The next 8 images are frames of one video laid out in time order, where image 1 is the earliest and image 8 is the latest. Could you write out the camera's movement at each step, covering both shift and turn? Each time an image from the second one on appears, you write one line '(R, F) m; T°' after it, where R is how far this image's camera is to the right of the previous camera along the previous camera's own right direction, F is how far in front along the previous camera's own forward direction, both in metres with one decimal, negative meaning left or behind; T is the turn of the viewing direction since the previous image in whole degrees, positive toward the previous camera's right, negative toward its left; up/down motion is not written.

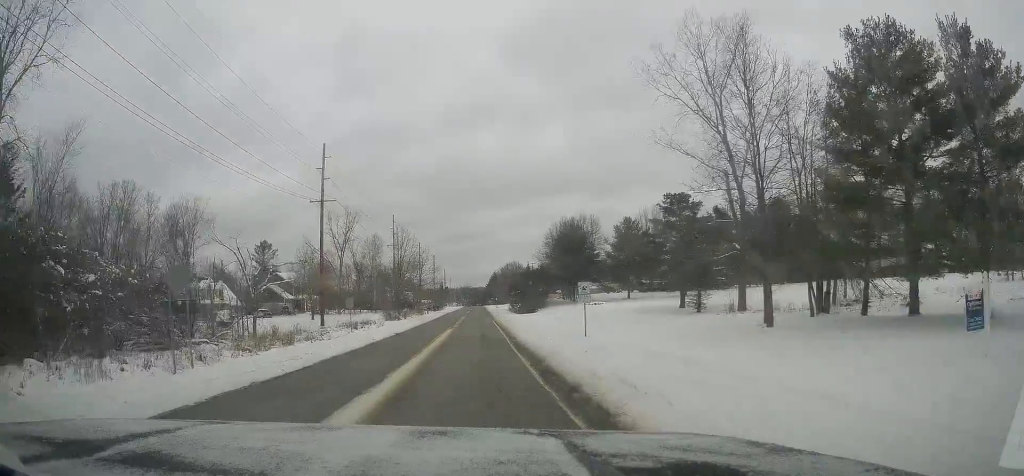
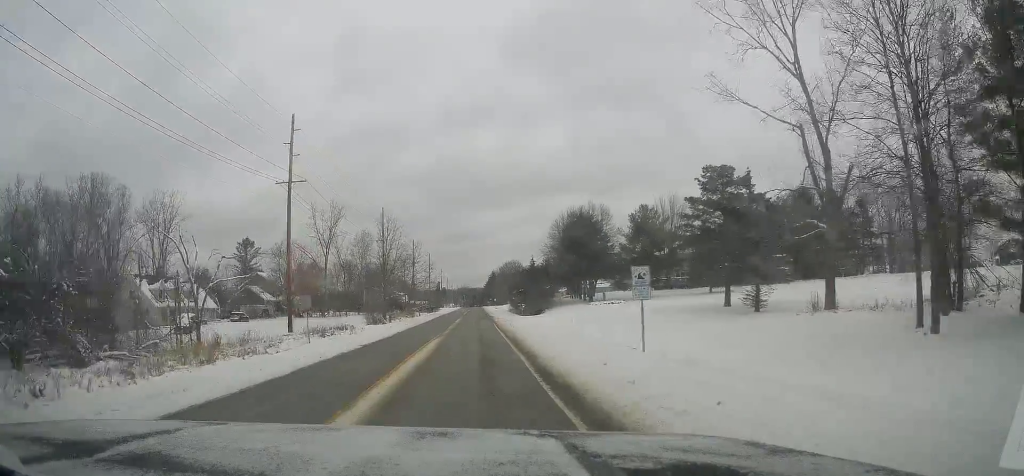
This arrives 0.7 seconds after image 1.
(+0.1, +10.2) m; +1°
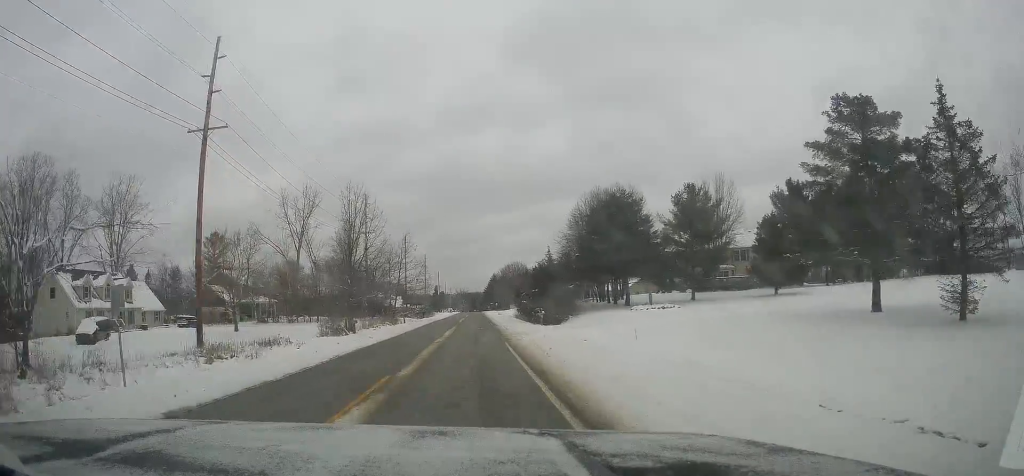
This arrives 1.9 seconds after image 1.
(0.0, +17.4) m; -1°
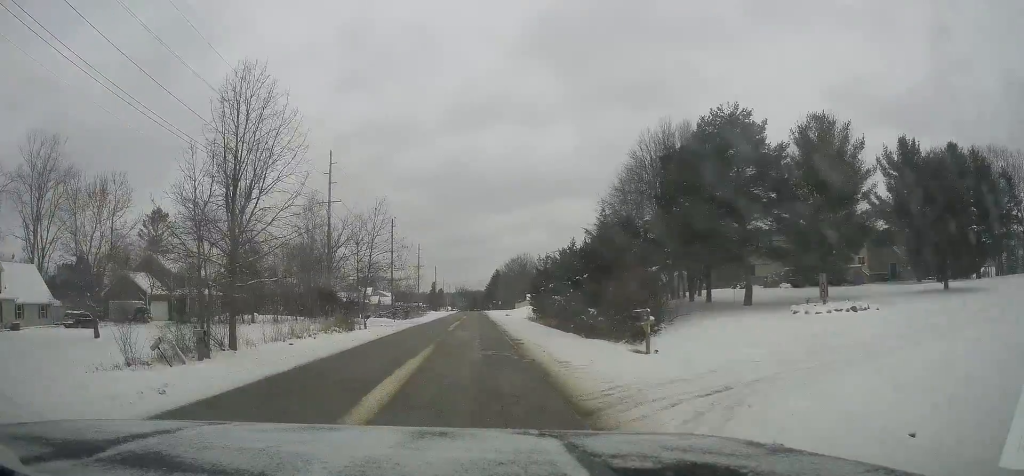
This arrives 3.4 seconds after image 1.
(-1.0, +24.6) m; -1°
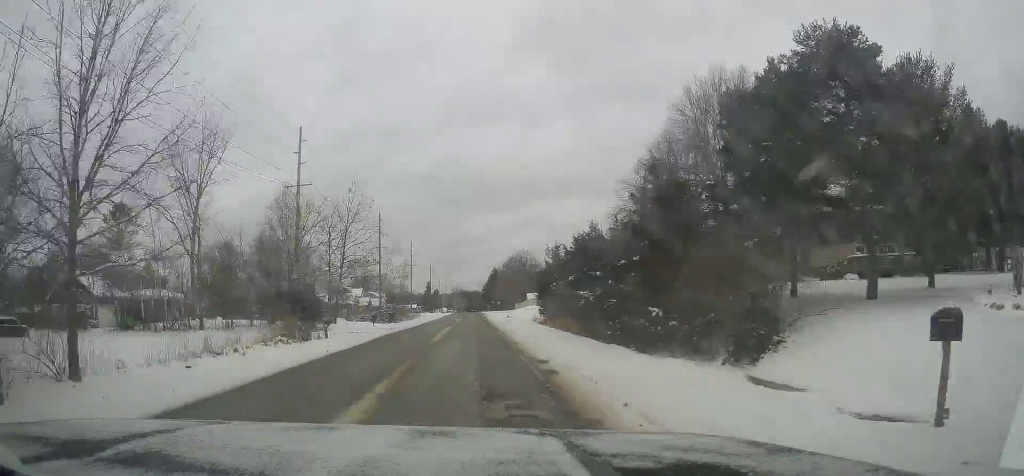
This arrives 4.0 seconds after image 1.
(+0.5, +11.3) m; +2°
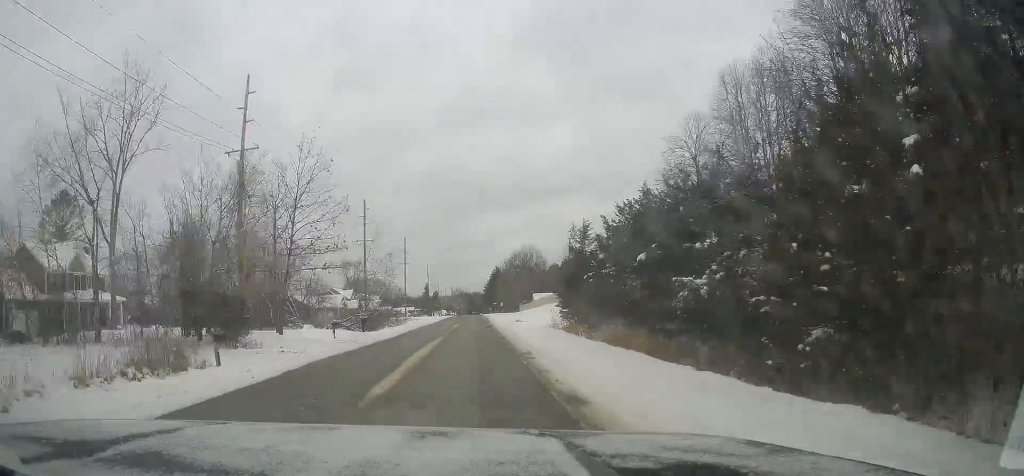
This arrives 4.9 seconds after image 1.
(+0.3, +15.2) m; 0°
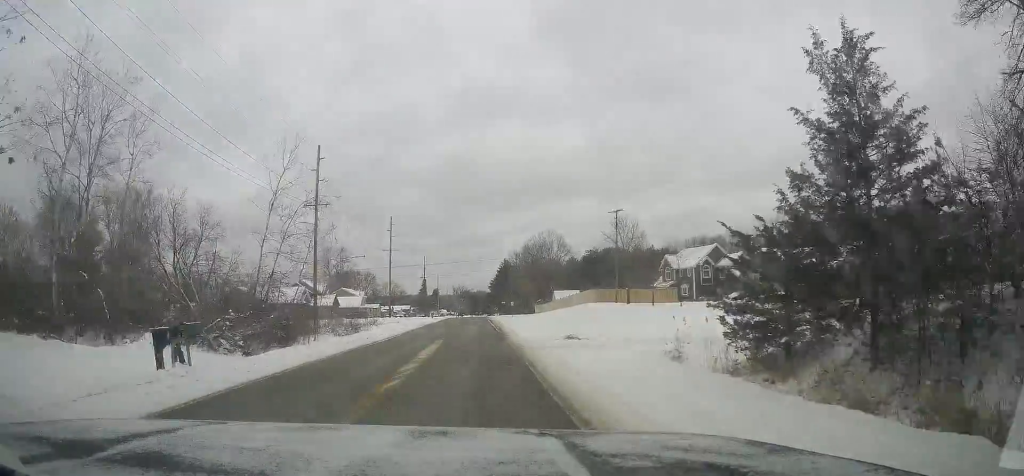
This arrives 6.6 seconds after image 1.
(-0.9, +32.1) m; -1°
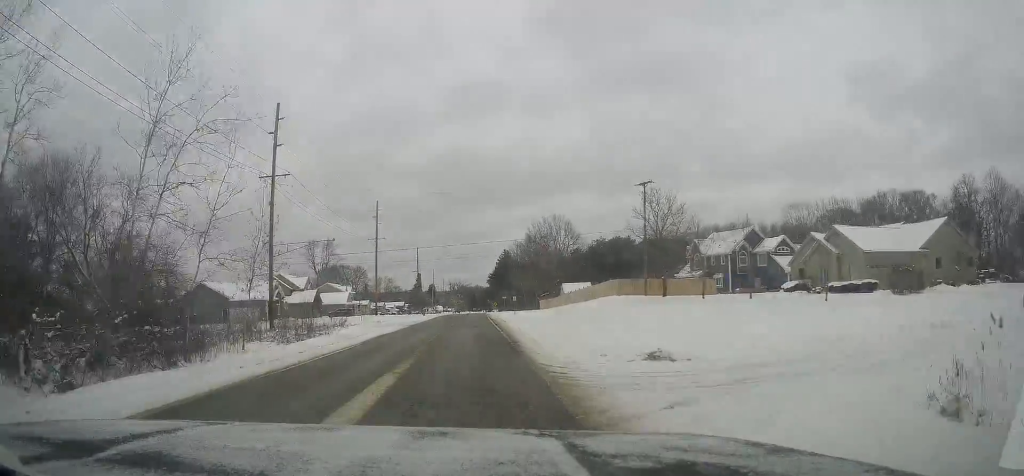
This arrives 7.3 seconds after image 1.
(+0.5, +13.6) m; +1°
